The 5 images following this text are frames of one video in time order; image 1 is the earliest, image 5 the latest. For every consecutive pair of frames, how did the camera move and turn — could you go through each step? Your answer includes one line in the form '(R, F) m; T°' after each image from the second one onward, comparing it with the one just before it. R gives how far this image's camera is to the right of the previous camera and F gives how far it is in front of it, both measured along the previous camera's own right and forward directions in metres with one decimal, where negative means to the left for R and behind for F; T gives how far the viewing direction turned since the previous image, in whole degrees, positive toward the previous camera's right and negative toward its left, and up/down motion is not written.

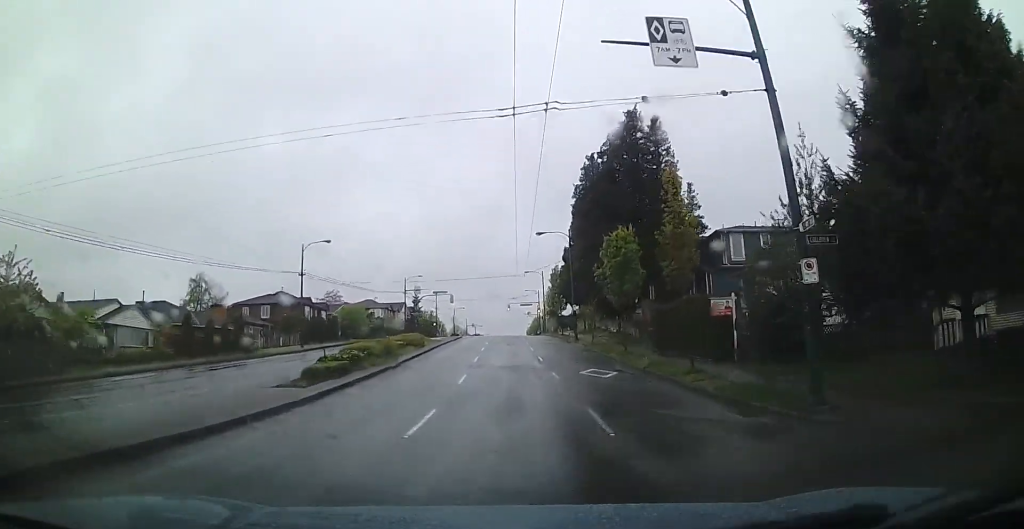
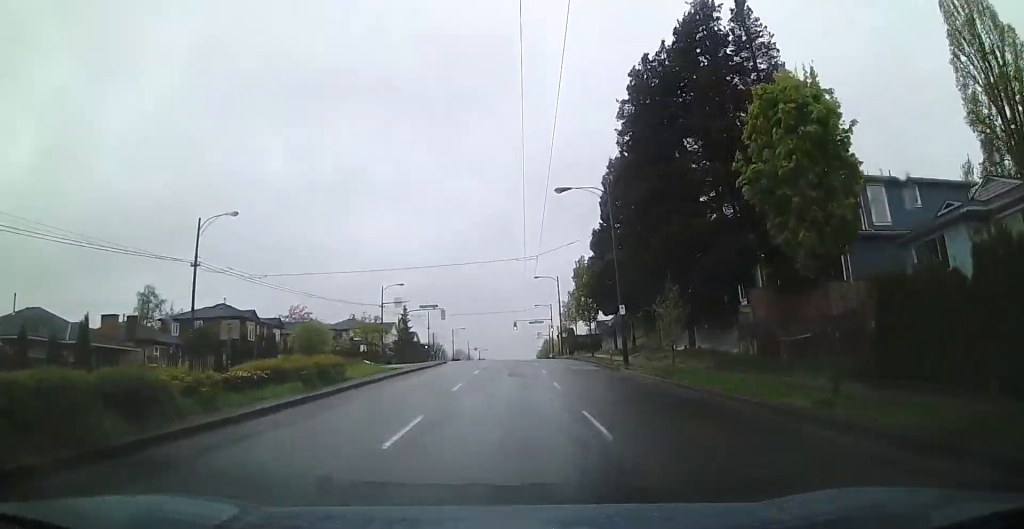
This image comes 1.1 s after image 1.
(-0.4, +18.7) m; -1°
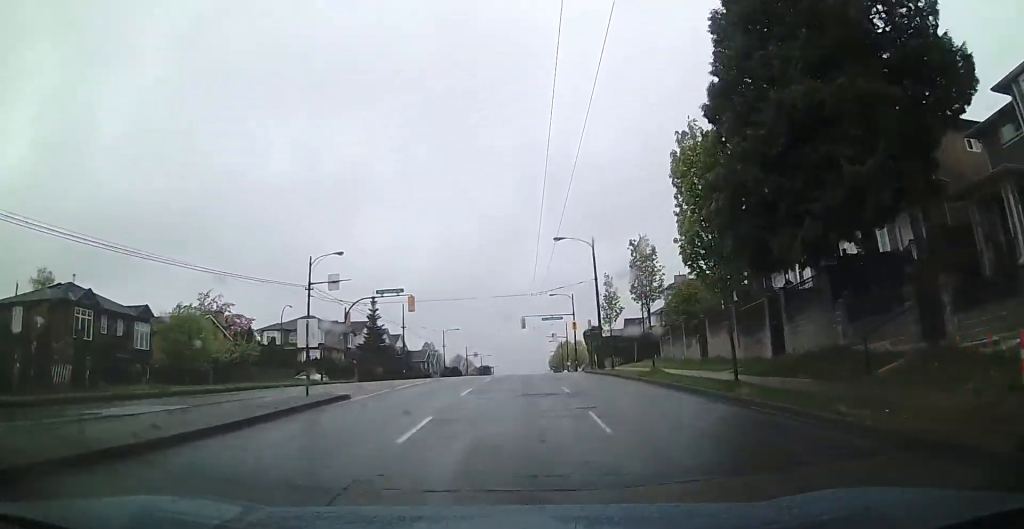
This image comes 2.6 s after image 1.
(+0.7, +26.0) m; +1°
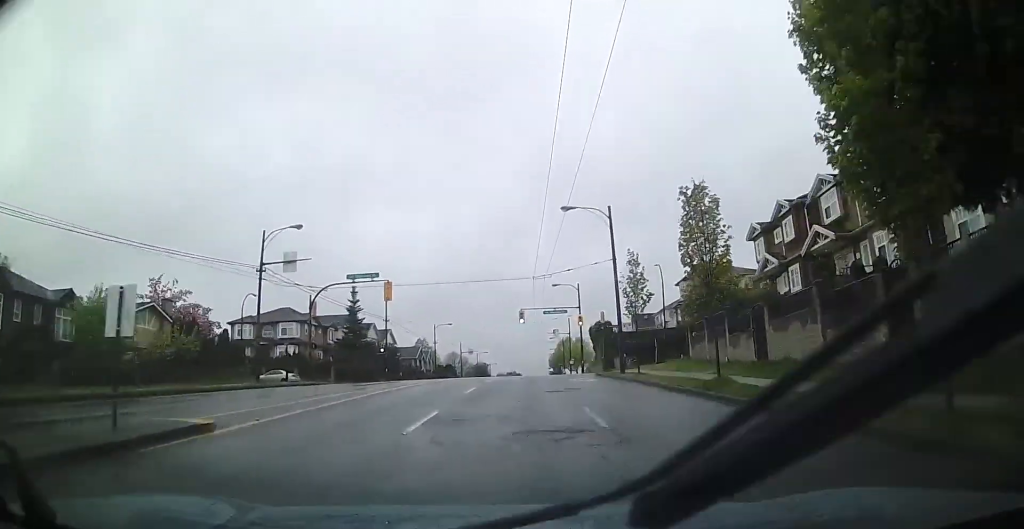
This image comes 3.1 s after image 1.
(-0.1, +8.1) m; -1°
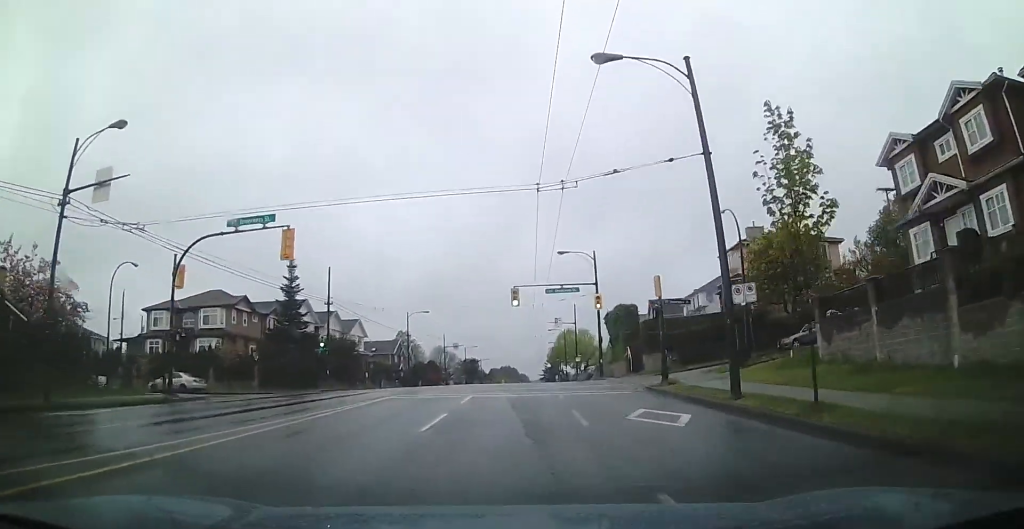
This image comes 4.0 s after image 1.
(-0.3, +16.8) m; -1°
